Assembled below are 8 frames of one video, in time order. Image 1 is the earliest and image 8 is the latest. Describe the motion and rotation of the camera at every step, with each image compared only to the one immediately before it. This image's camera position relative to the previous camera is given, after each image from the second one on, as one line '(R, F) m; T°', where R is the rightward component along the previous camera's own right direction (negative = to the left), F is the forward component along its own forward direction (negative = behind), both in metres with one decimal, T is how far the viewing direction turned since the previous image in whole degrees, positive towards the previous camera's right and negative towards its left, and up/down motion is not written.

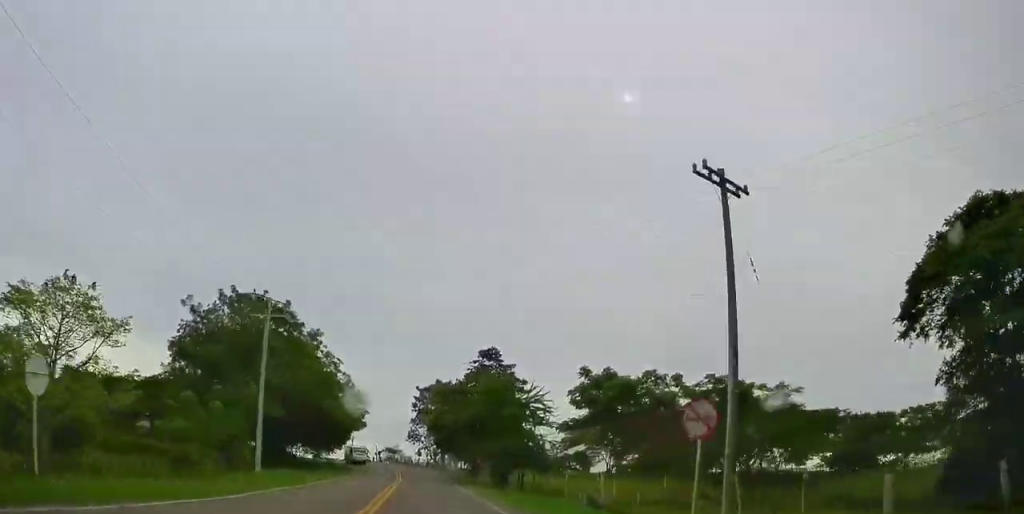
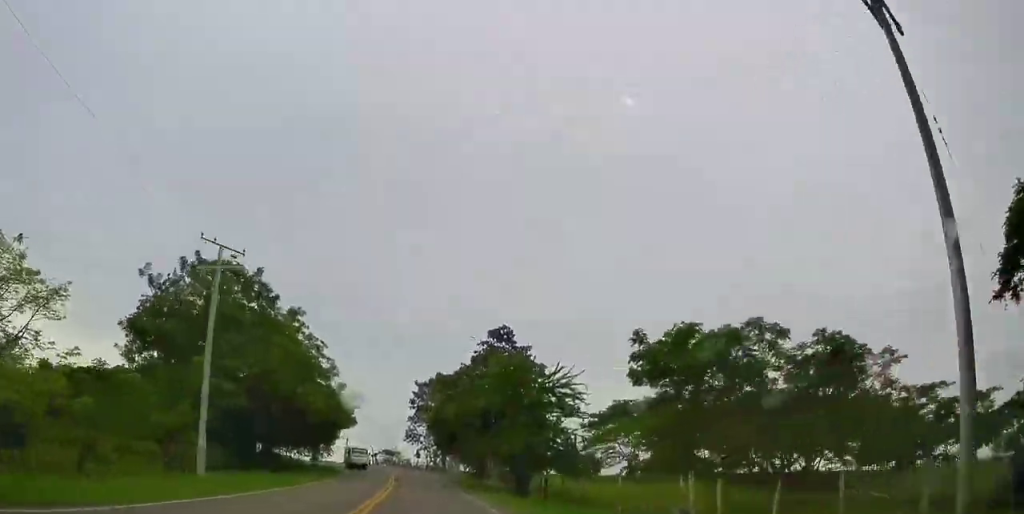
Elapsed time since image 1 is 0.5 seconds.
(+0.1, +8.2) m; +1°
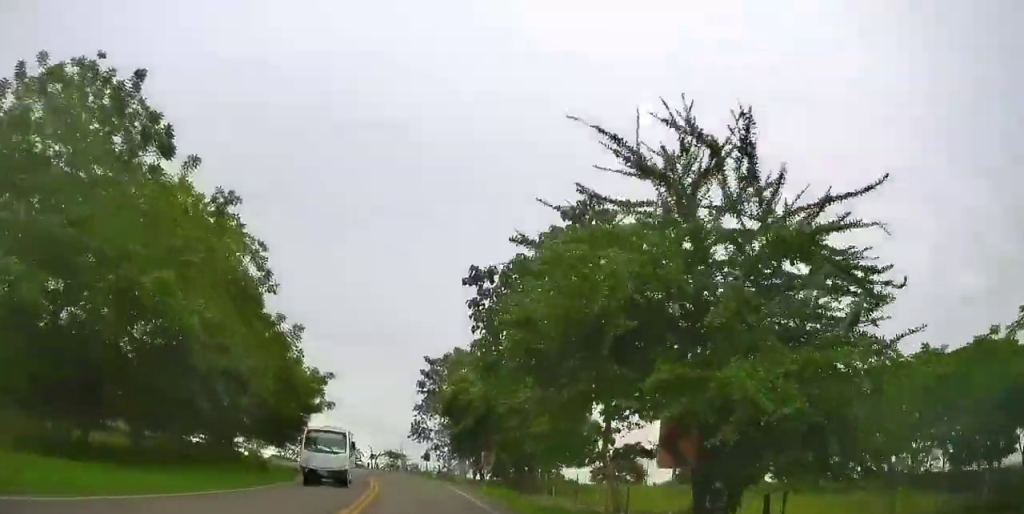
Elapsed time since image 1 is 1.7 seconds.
(+0.8, +21.1) m; +2°
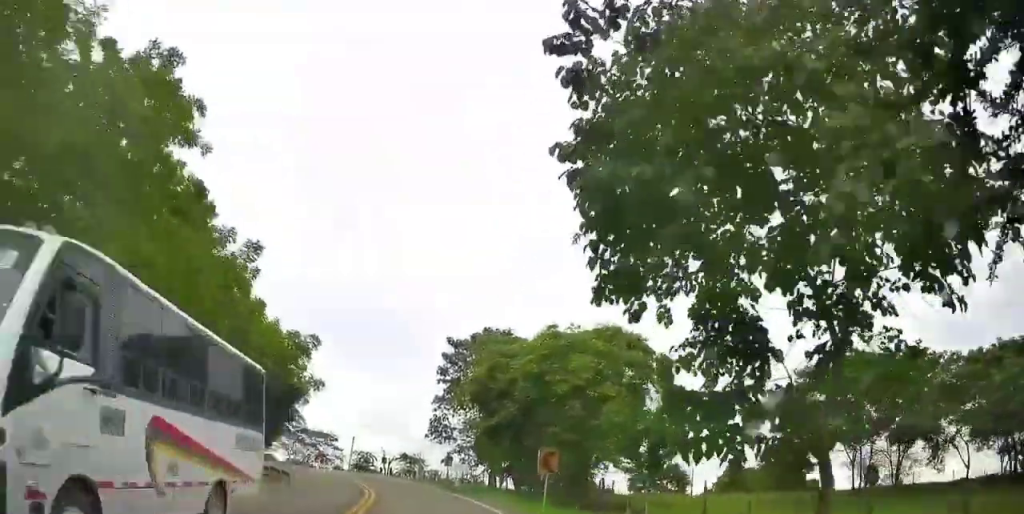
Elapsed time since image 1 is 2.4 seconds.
(+0.1, +11.5) m; -1°
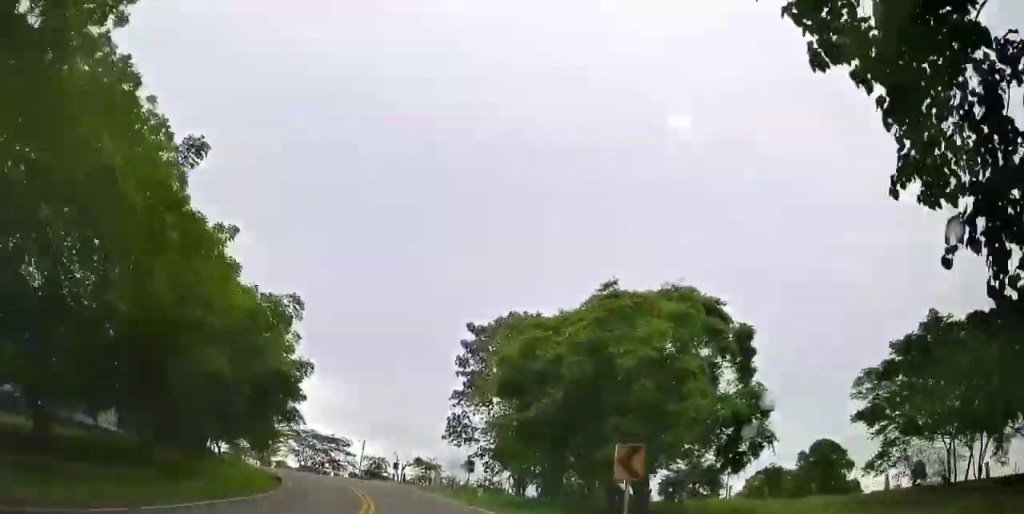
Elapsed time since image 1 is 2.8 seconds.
(-0.1, +6.7) m; -2°
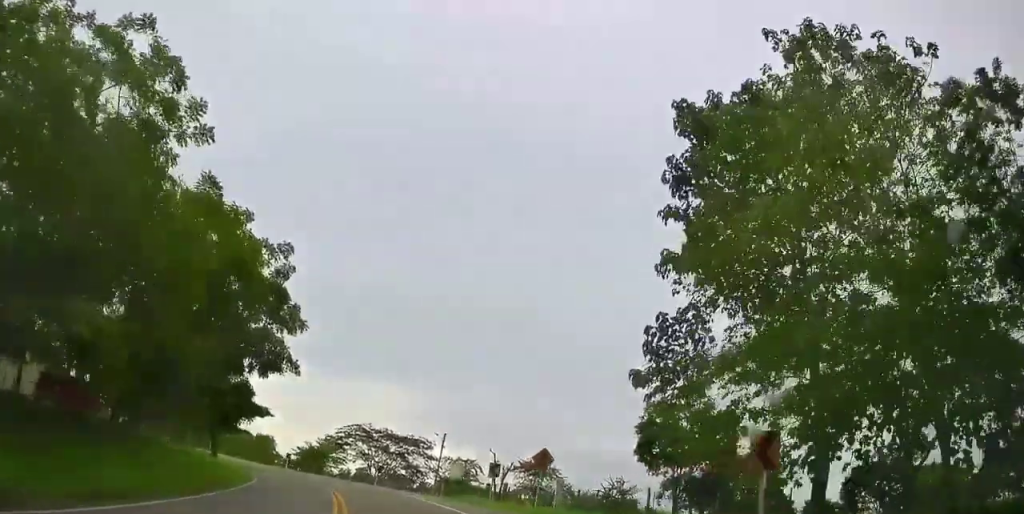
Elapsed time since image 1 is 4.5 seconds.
(-0.8, +27.7) m; -2°
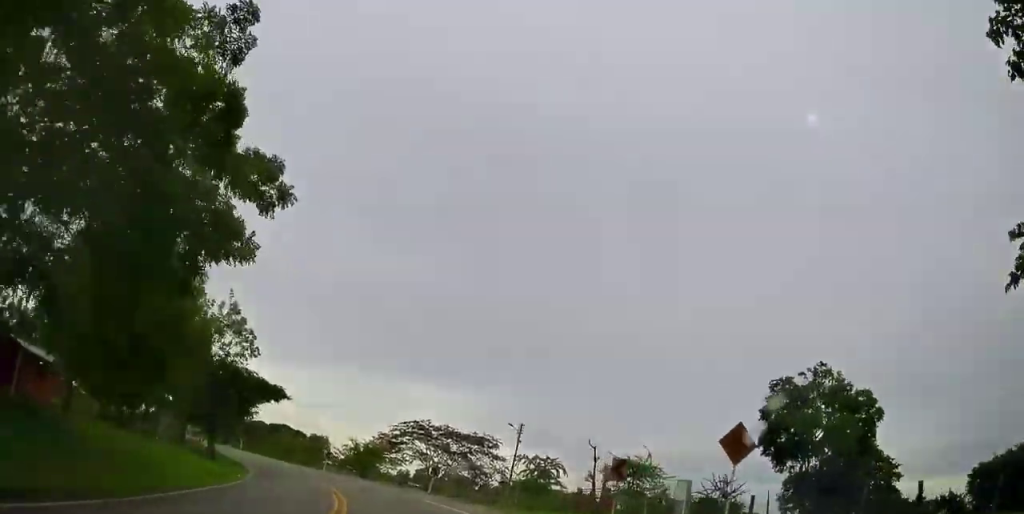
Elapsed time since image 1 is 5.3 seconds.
(+0.2, +13.0) m; -2°
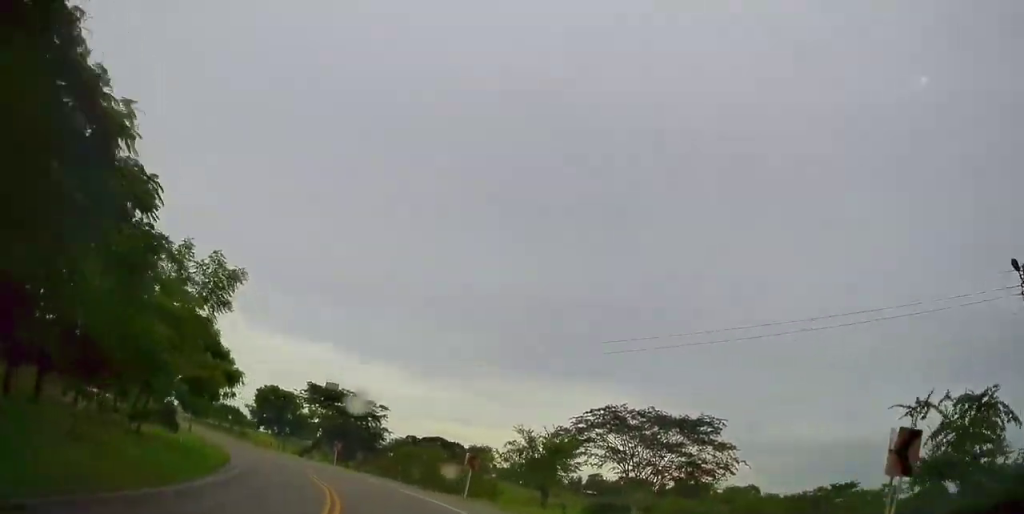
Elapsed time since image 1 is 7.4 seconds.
(-3.1, +33.4) m; -14°
